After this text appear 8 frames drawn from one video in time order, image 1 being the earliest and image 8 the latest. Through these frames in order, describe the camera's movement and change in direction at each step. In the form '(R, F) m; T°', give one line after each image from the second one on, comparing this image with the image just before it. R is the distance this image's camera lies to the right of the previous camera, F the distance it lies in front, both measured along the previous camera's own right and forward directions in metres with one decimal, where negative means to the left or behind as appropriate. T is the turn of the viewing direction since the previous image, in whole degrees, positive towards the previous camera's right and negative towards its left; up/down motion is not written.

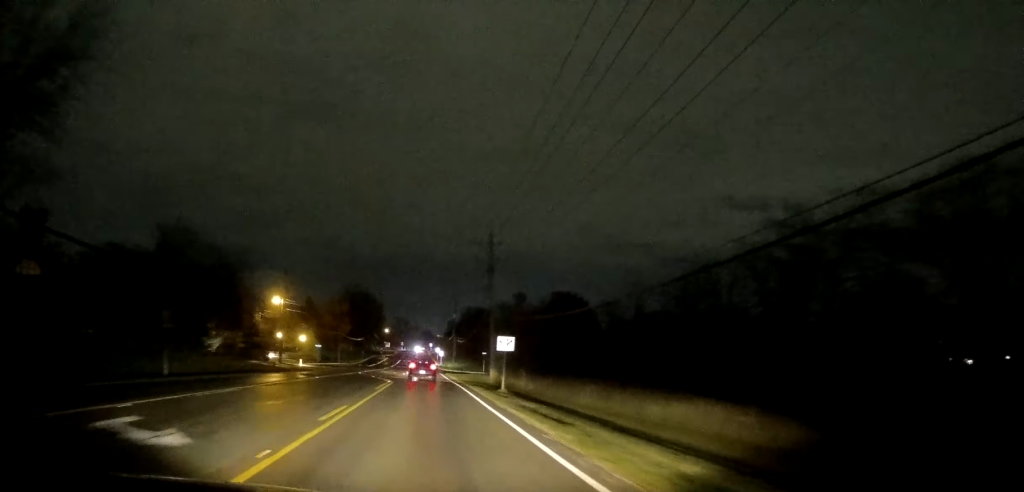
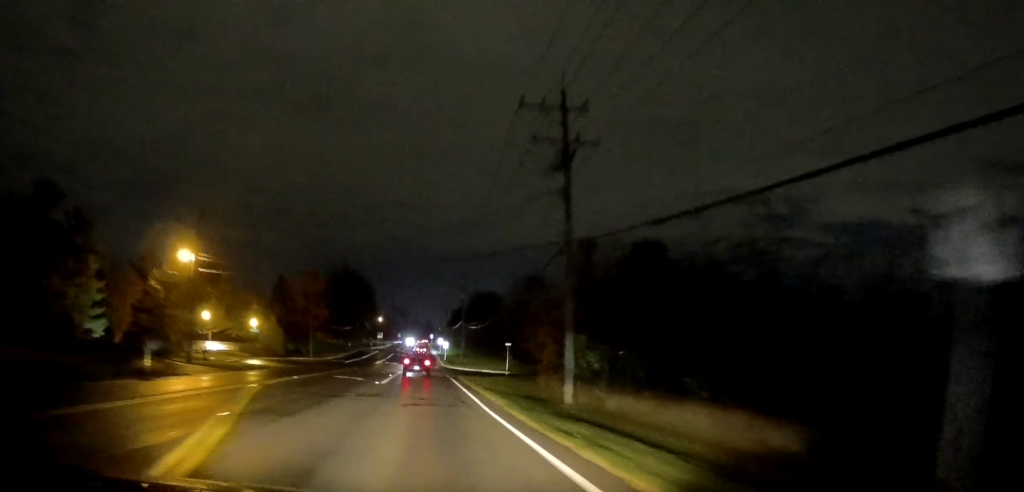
(-0.3, +30.7) m; -2°
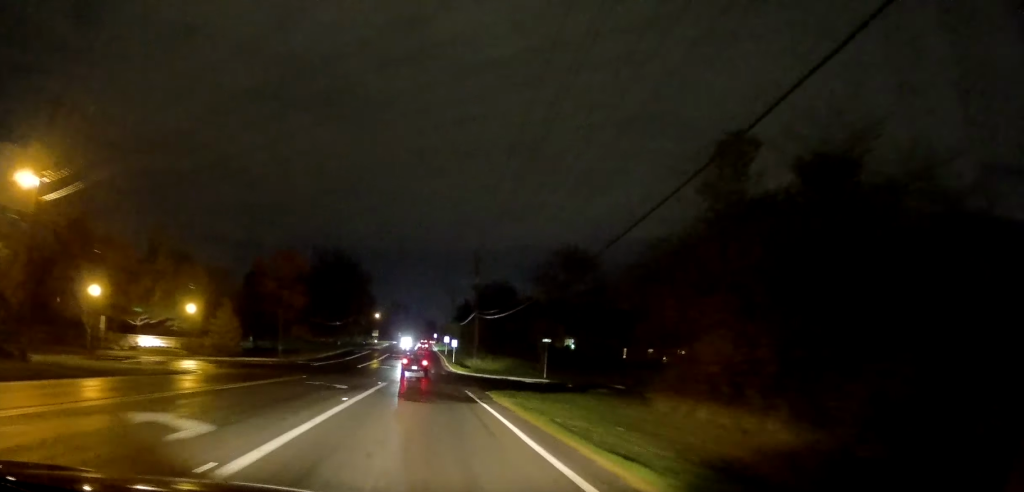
(-0.1, +22.2) m; +1°
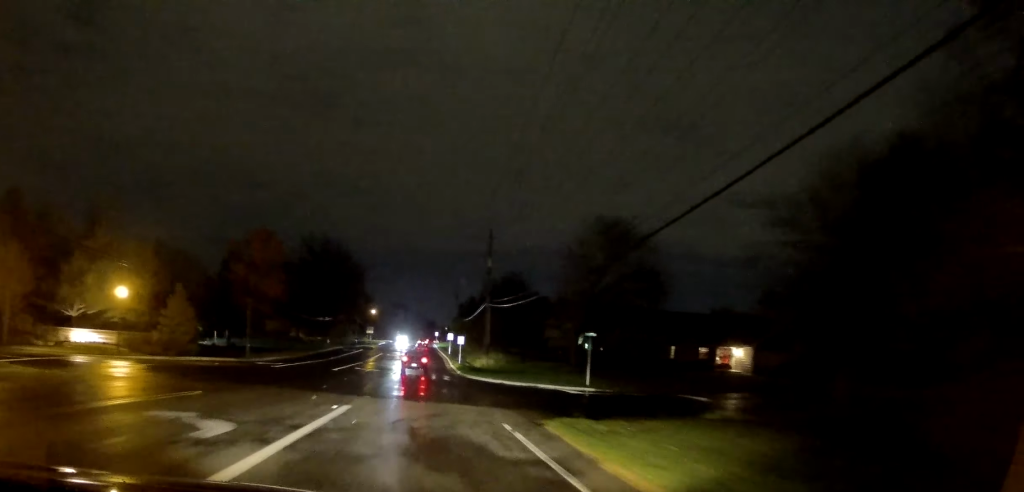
(+0.2, +13.7) m; 0°
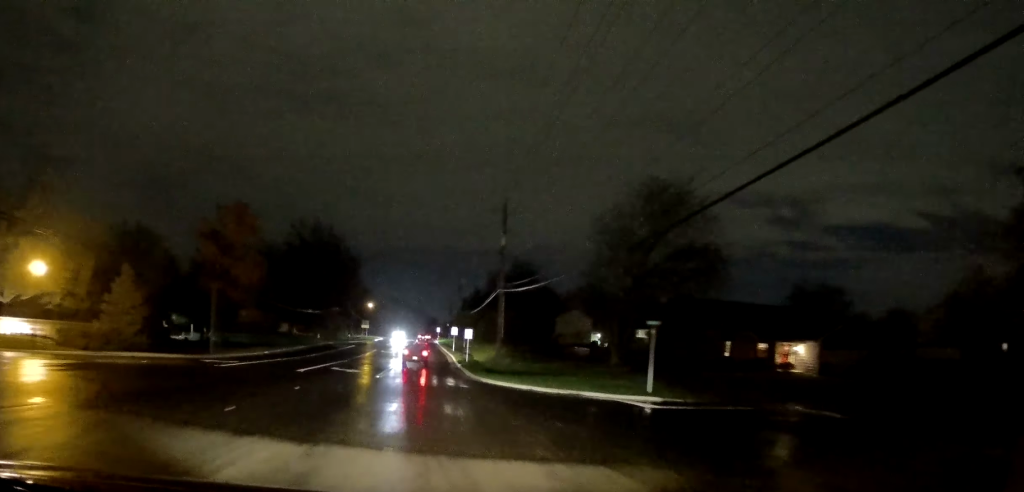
(+0.1, +10.7) m; -1°
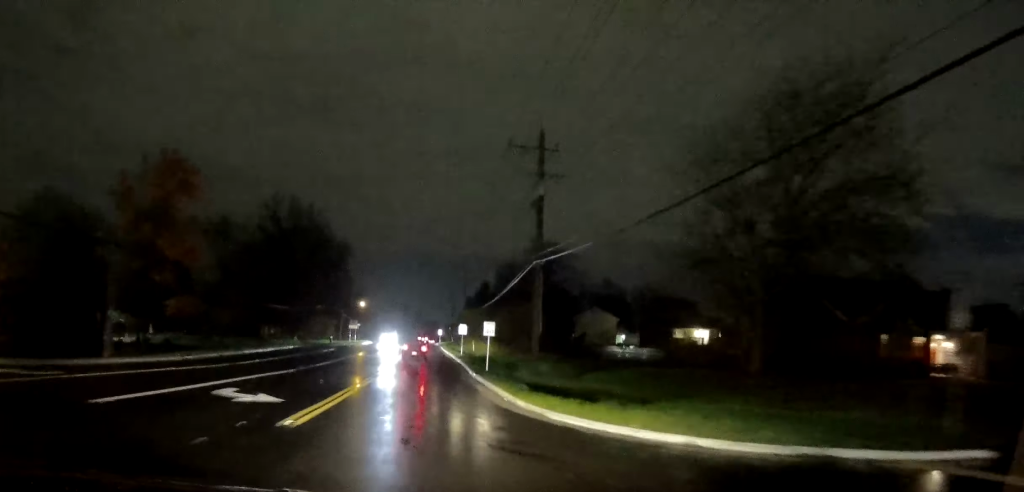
(-0.5, +17.8) m; 0°
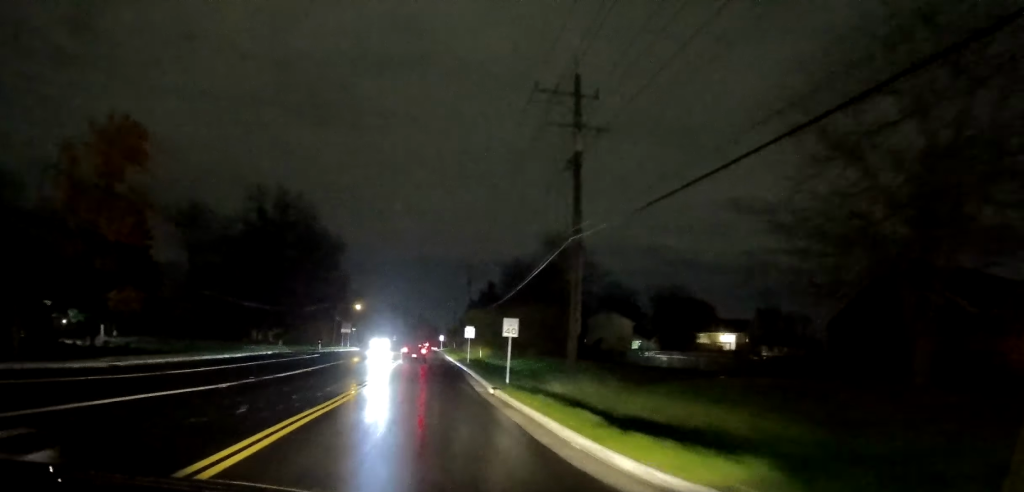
(+0.1, +8.9) m; +1°
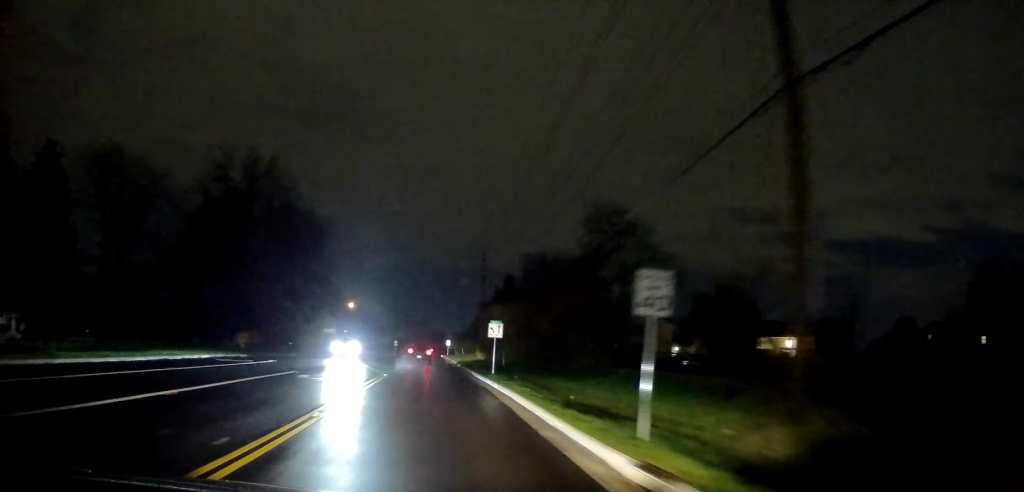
(+0.3, +16.6) m; +1°
